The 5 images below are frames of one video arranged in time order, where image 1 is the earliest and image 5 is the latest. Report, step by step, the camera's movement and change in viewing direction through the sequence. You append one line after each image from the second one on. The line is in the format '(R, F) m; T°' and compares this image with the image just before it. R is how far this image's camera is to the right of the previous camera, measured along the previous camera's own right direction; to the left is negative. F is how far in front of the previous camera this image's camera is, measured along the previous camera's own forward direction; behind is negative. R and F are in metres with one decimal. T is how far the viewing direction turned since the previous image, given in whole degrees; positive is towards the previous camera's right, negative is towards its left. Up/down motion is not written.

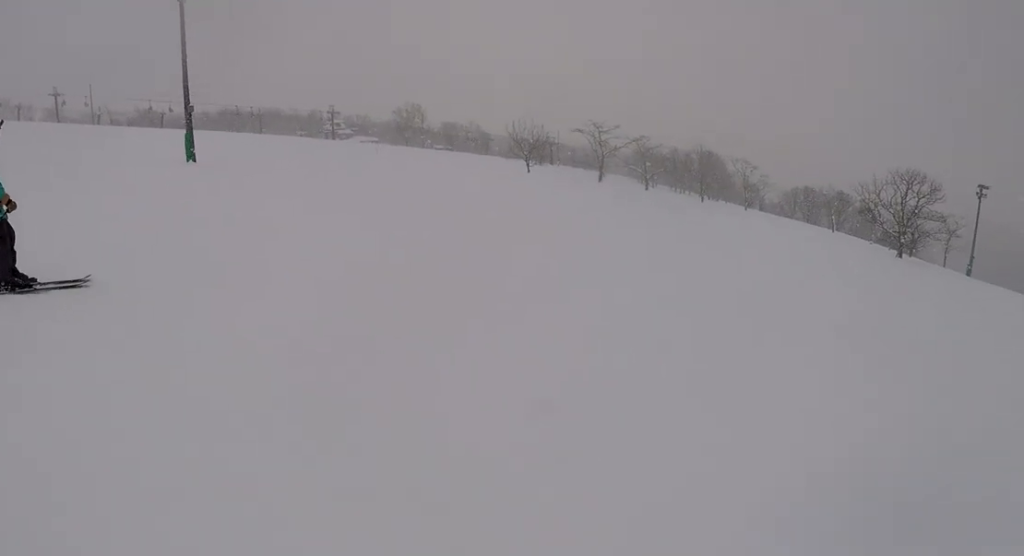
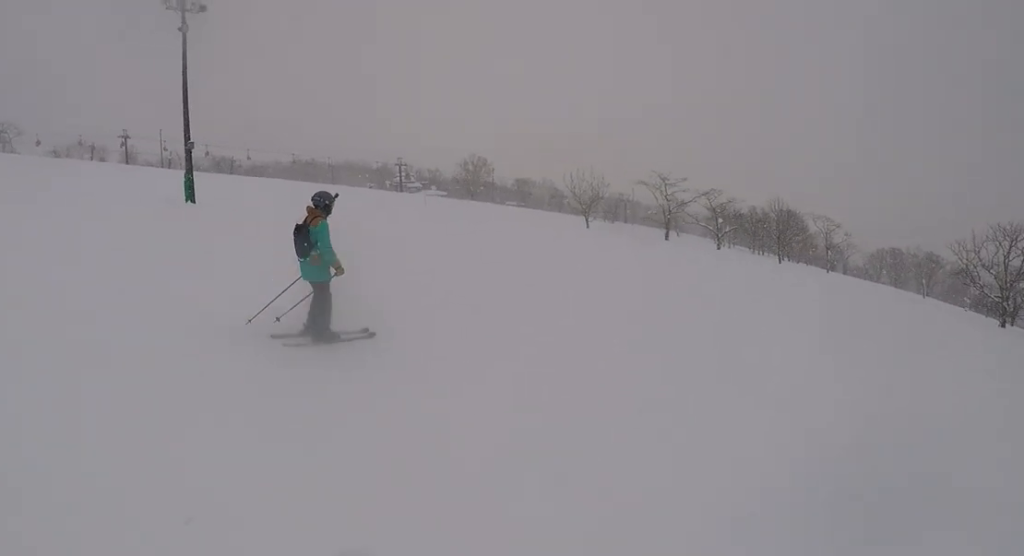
(-0.7, +6.9) m; -3°
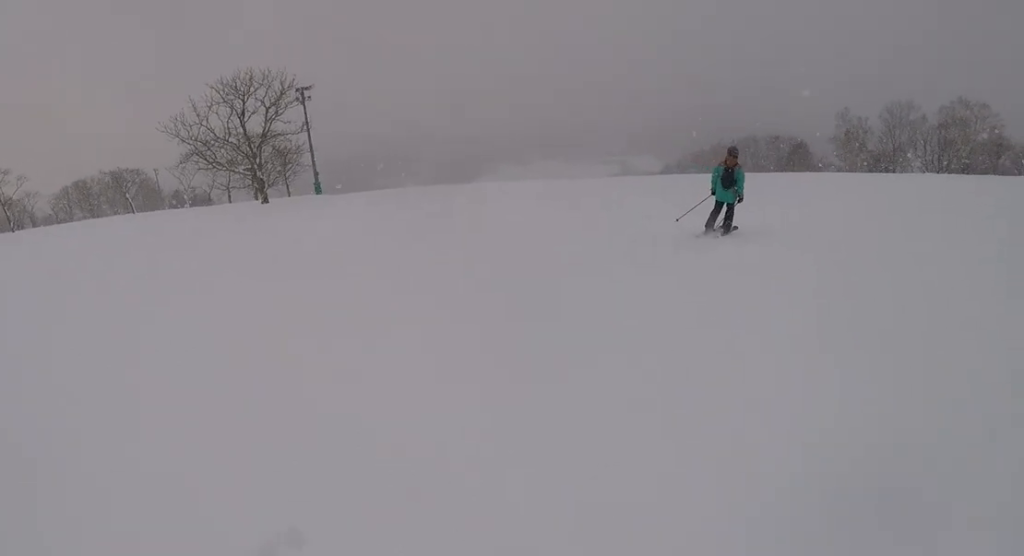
(+7.1, +21.7) m; +49°
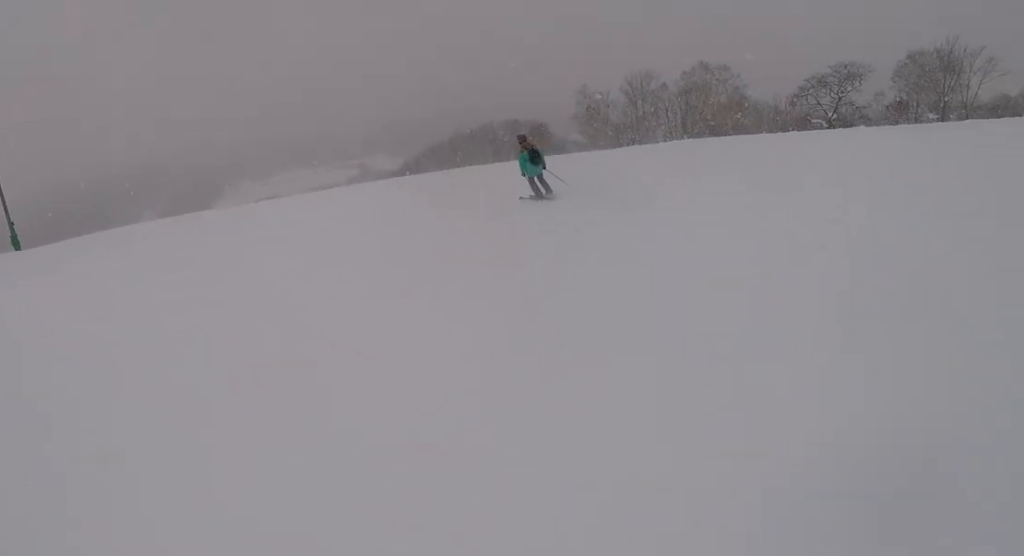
(+2.2, +9.1) m; +15°
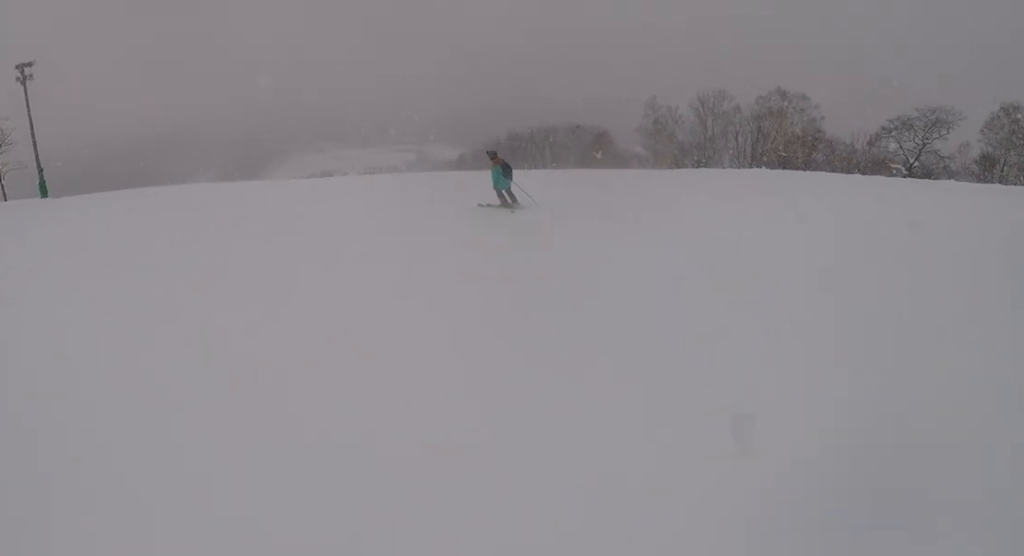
(-0.1, +4.1) m; -11°
